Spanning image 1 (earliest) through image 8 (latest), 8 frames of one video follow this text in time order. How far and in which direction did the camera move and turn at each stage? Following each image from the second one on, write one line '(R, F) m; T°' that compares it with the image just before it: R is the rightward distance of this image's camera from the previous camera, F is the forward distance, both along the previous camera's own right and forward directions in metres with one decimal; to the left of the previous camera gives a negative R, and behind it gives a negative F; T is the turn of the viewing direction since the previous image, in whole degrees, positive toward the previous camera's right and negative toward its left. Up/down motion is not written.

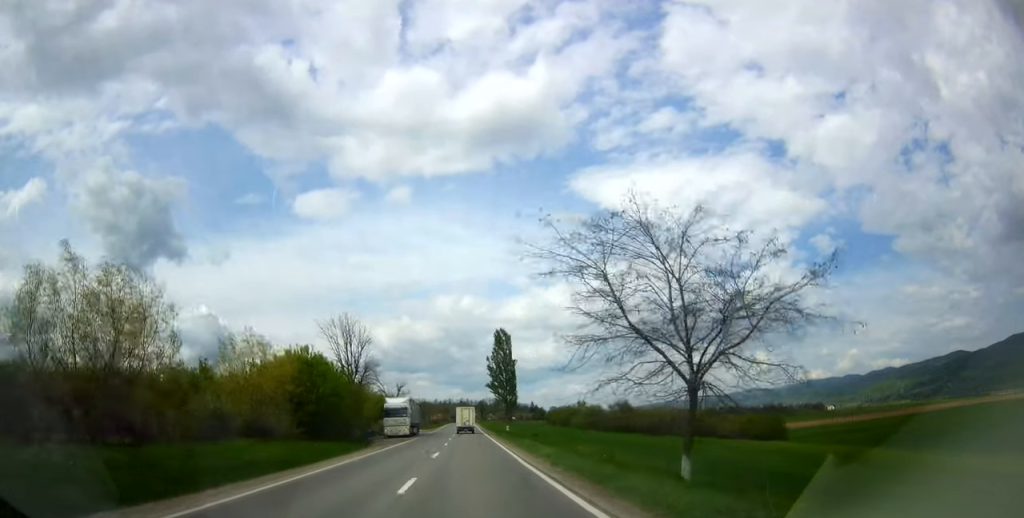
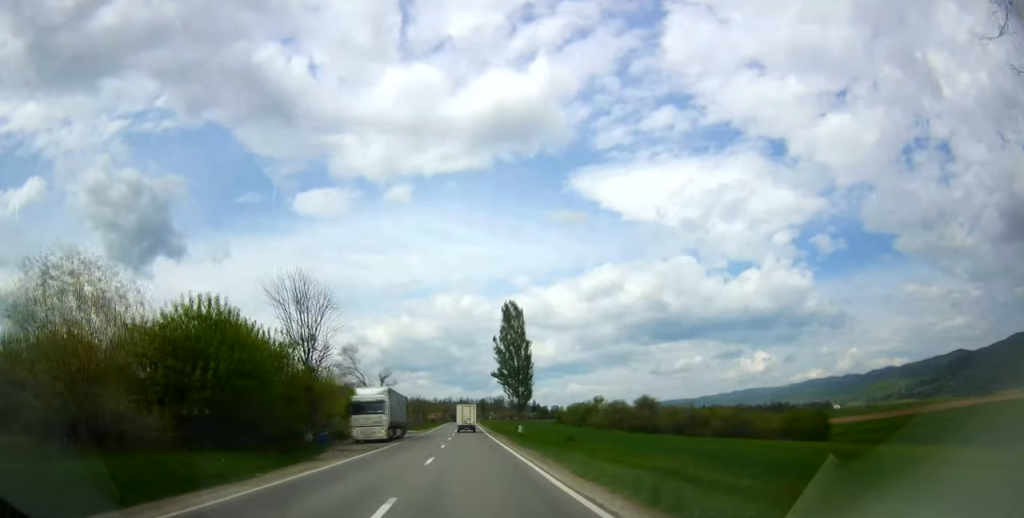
(-0.2, +16.8) m; -1°
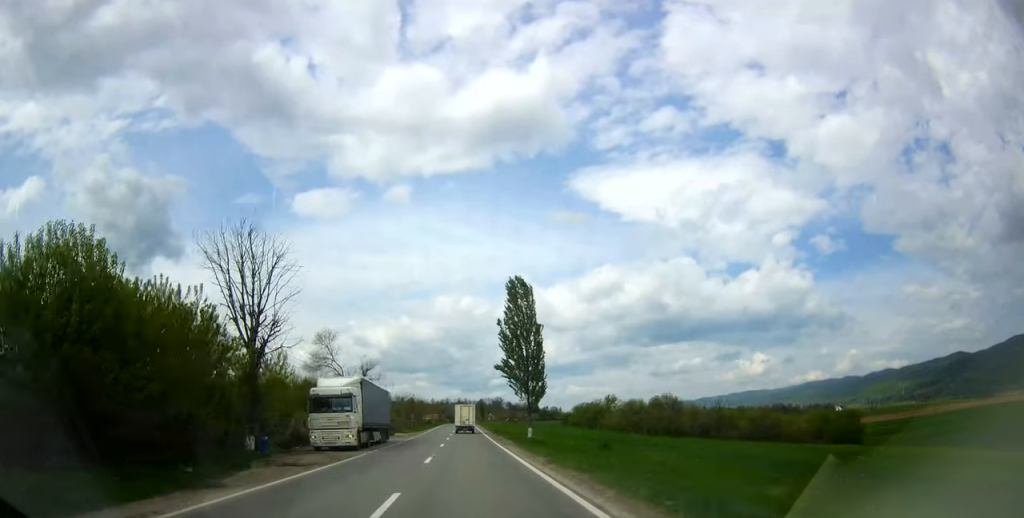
(0.0, +10.7) m; 0°
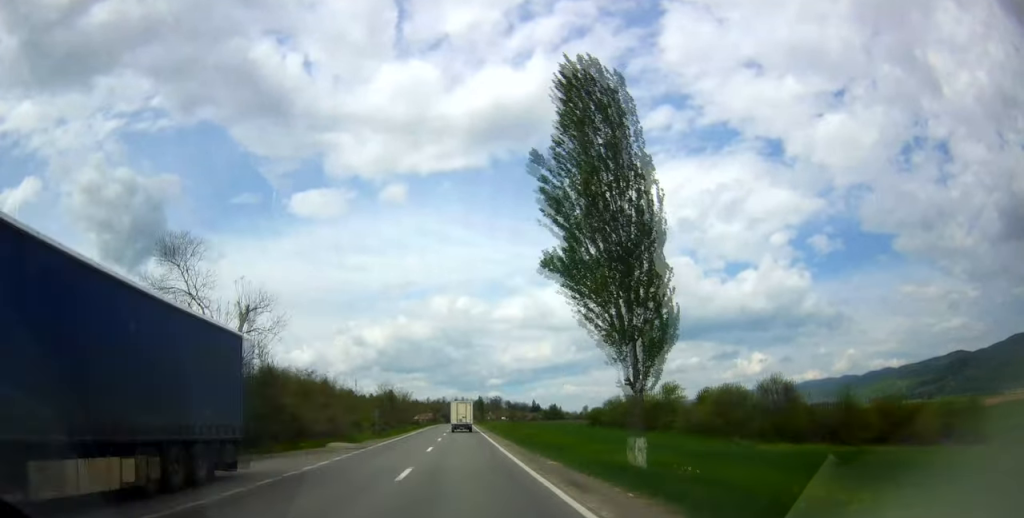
(-0.2, +30.9) m; 0°
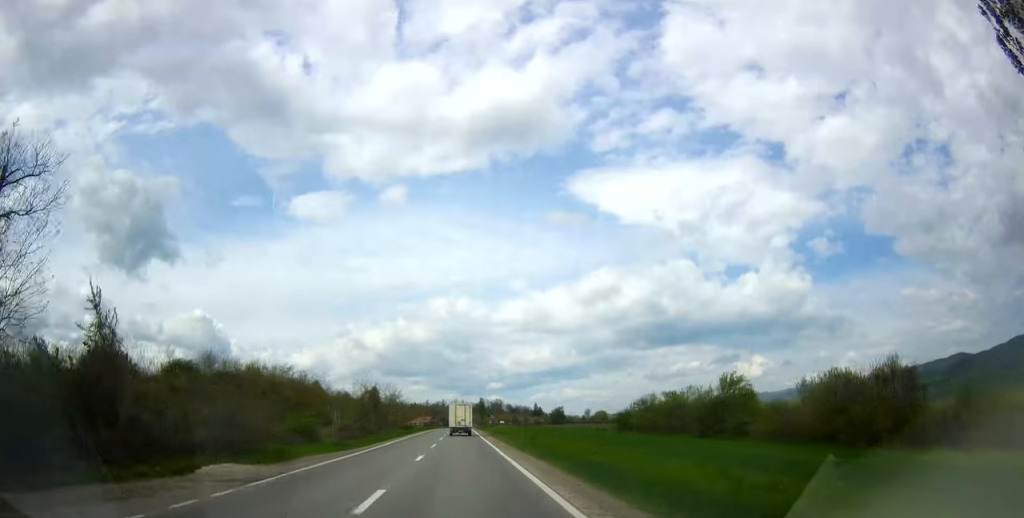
(+0.2, +17.2) m; +1°
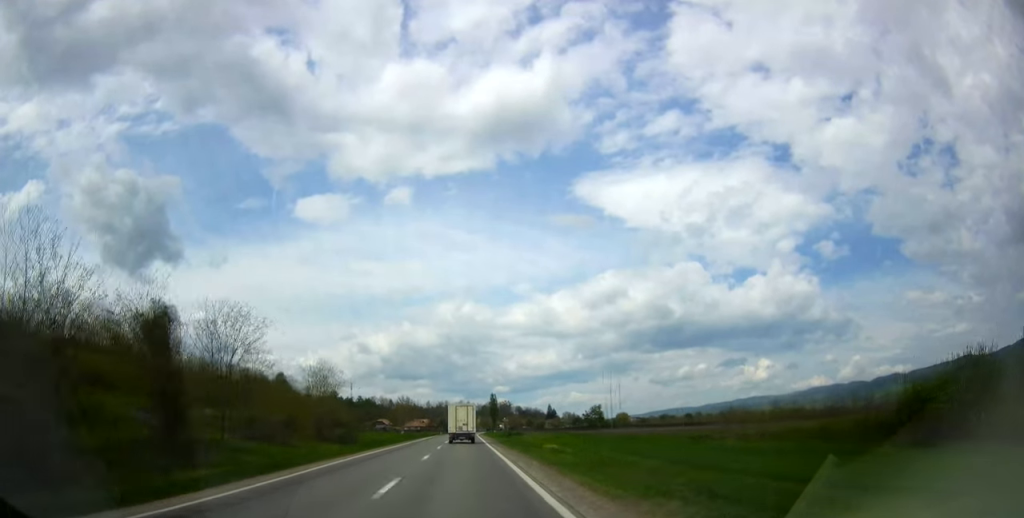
(+0.1, +58.1) m; -2°
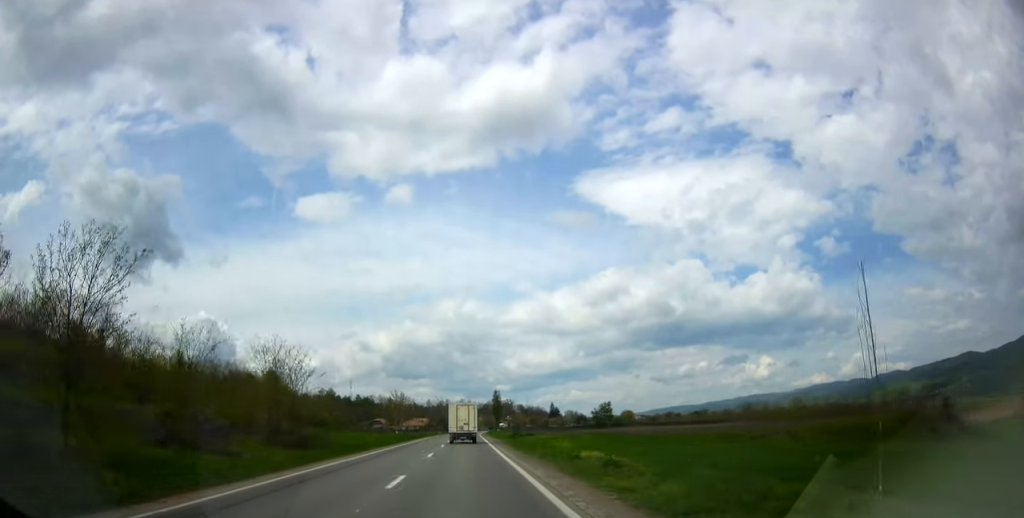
(-0.2, +10.9) m; 0°
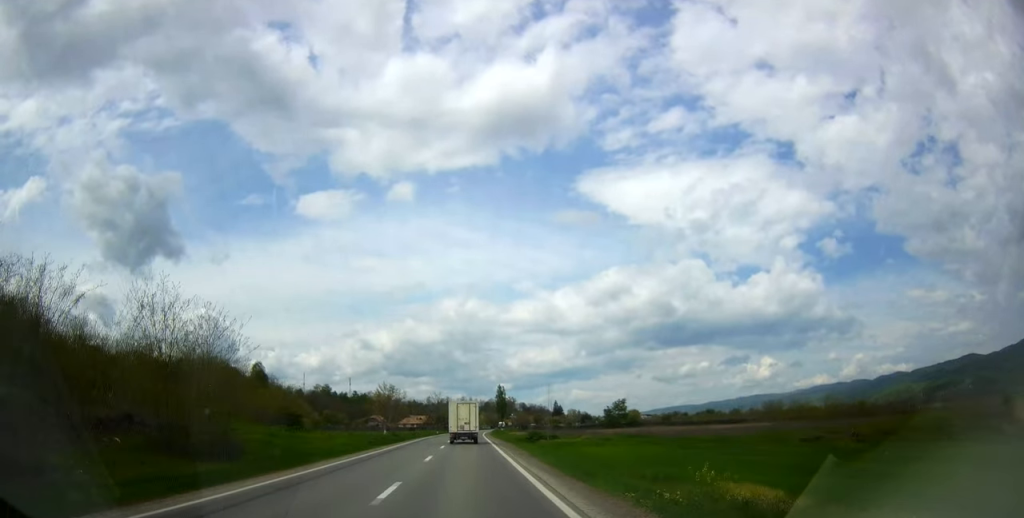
(-0.2, +14.5) m; 0°
